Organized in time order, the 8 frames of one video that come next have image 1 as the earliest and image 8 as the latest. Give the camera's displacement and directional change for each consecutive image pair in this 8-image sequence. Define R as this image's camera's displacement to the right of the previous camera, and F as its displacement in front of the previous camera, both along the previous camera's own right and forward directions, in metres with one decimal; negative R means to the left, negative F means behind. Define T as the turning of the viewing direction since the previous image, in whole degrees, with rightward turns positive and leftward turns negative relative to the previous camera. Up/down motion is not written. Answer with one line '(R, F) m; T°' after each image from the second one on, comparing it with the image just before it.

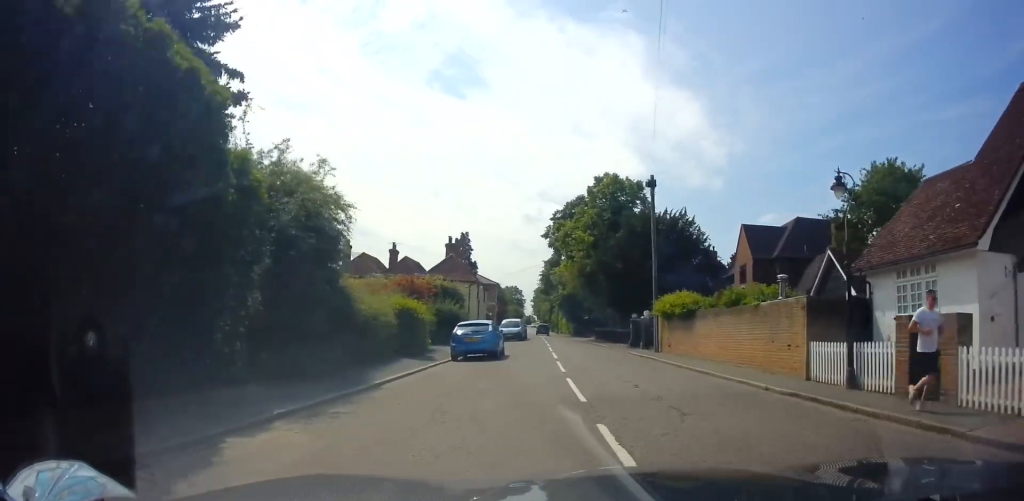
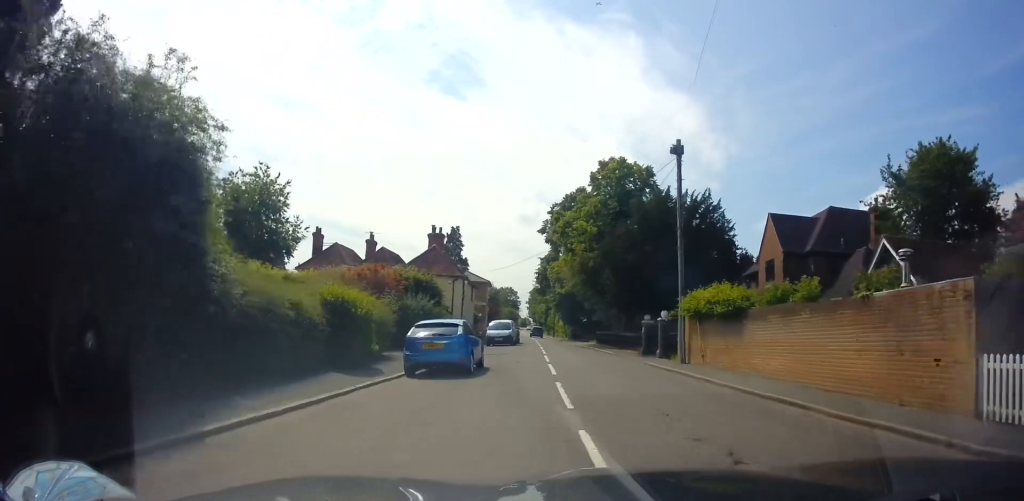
(+0.1, +6.3) m; 0°
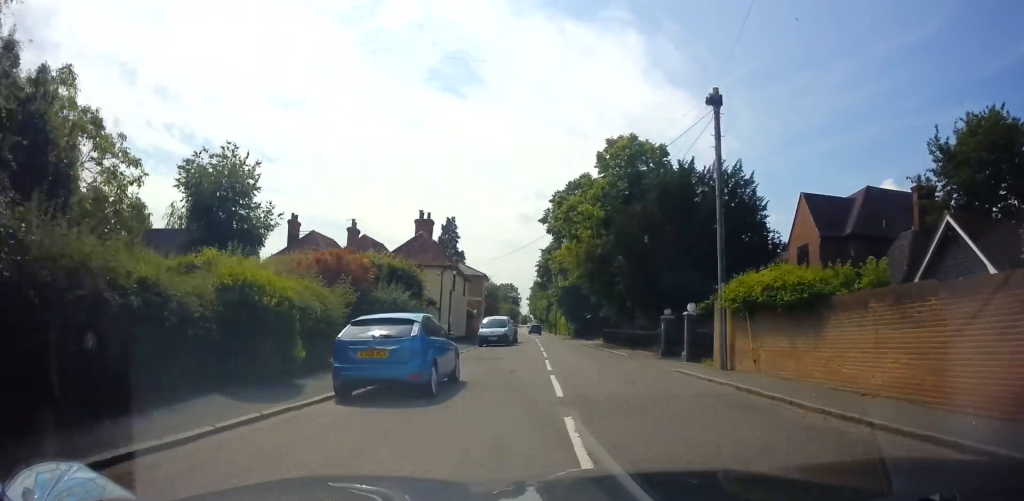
(0.0, +5.2) m; 0°
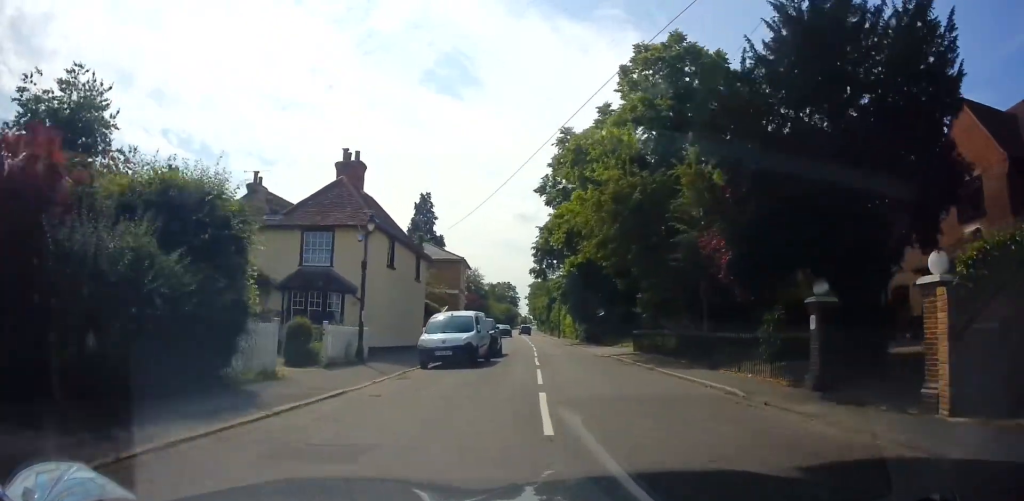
(0.0, +15.8) m; 0°
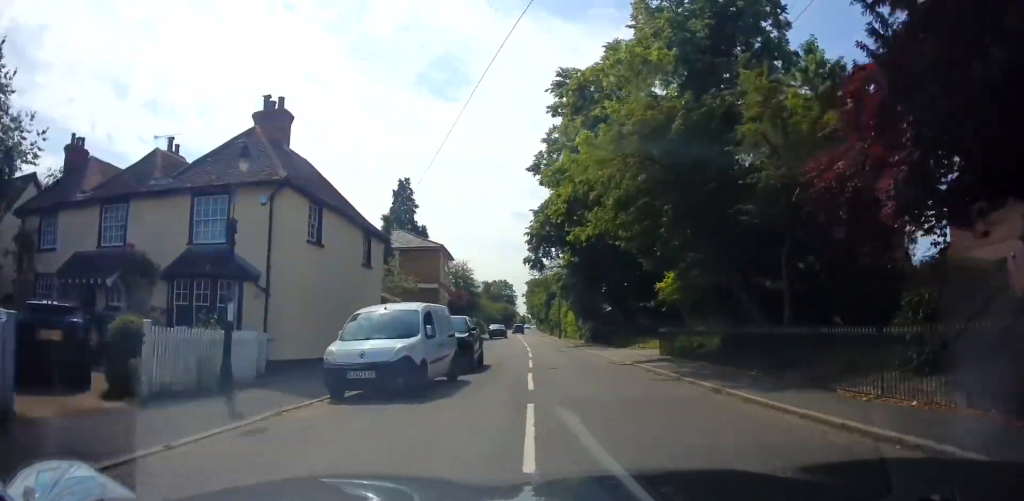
(0.0, +7.3) m; -1°
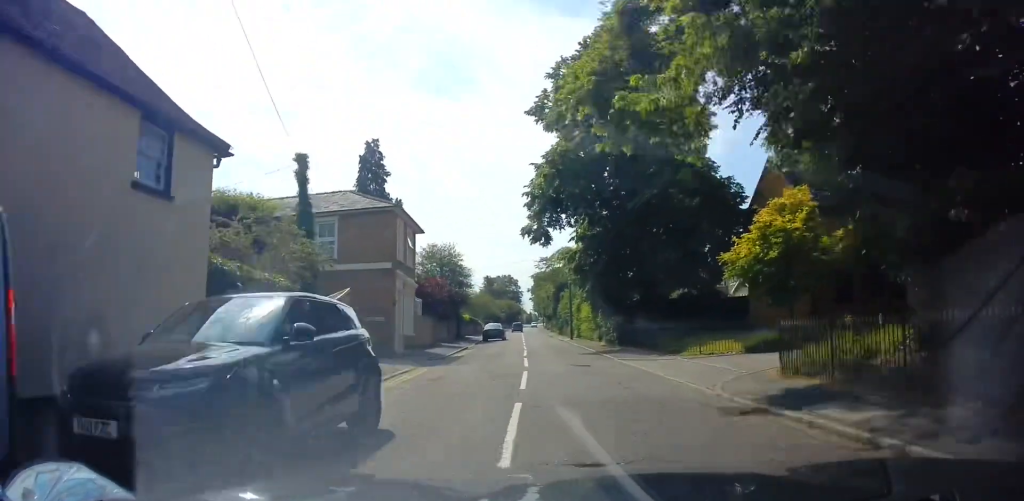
(-0.1, +11.9) m; -1°
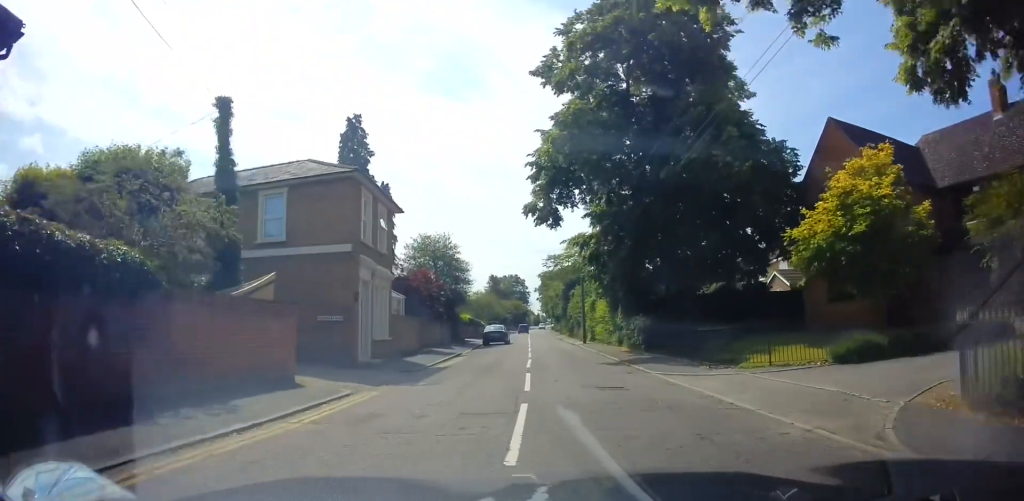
(0.0, +5.9) m; -1°
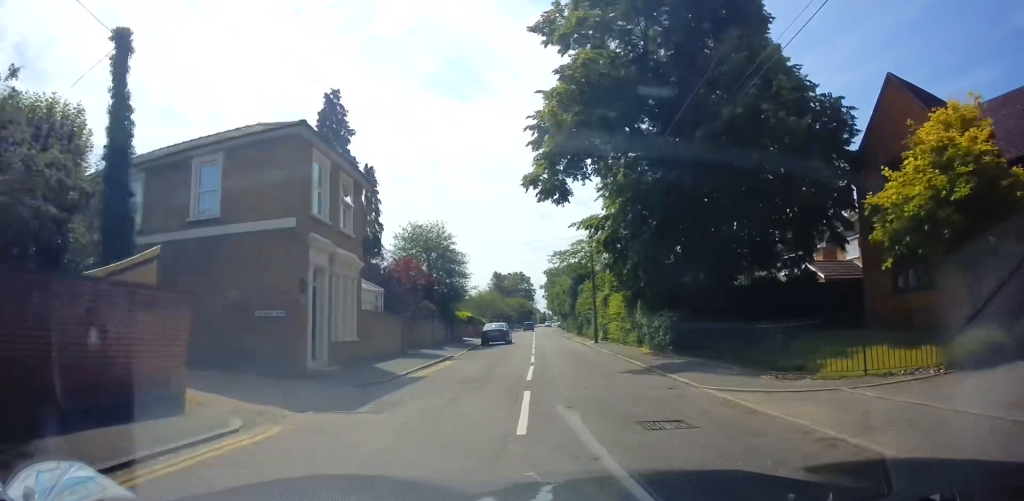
(0.0, +4.5) m; 0°
